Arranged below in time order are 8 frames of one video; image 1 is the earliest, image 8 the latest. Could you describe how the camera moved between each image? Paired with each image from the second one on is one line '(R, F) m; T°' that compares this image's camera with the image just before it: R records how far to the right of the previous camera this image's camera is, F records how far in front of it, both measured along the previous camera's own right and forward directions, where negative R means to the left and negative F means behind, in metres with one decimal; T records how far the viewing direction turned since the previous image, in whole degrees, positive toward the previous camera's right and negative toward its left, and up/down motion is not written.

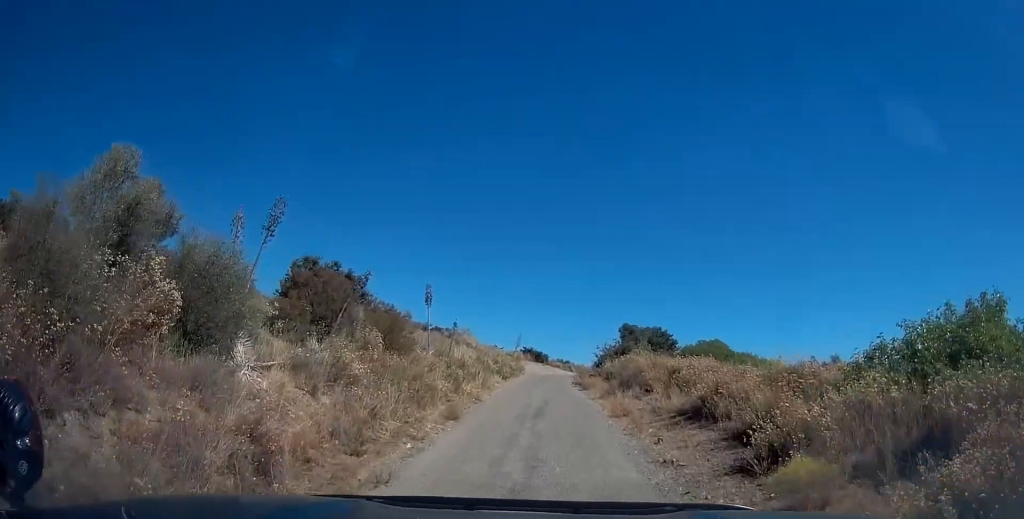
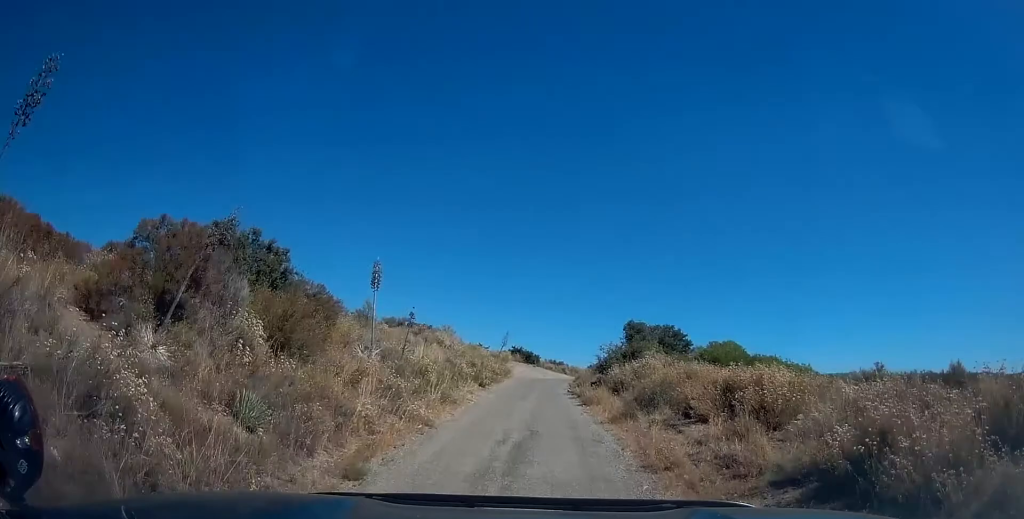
(-0.1, +5.9) m; -5°
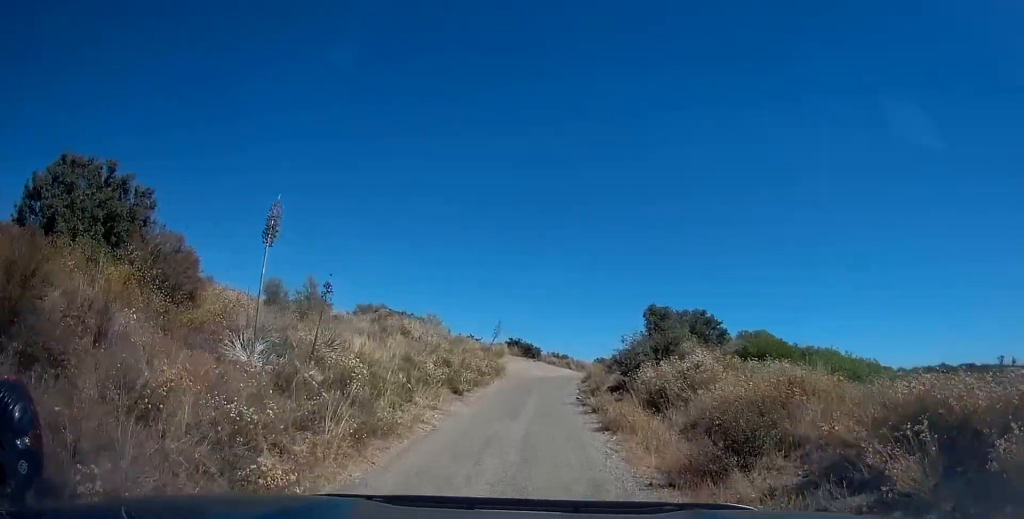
(-0.2, +6.5) m; +1°
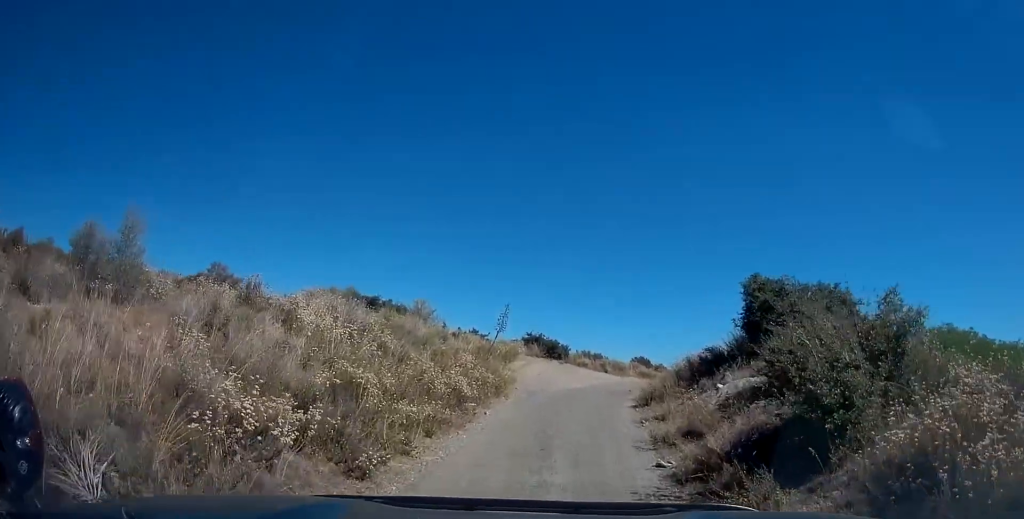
(+0.1, +11.2) m; -4°
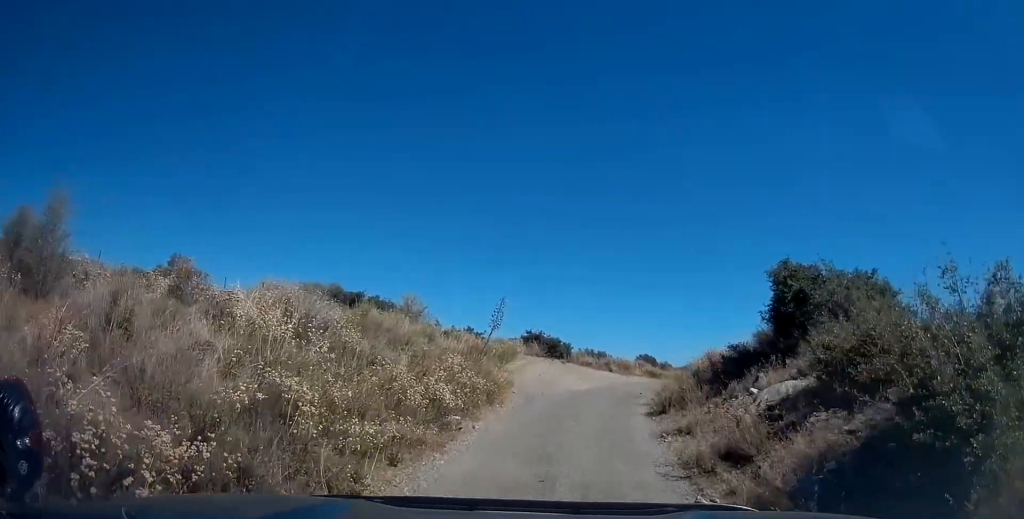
(-0.1, +2.5) m; +1°
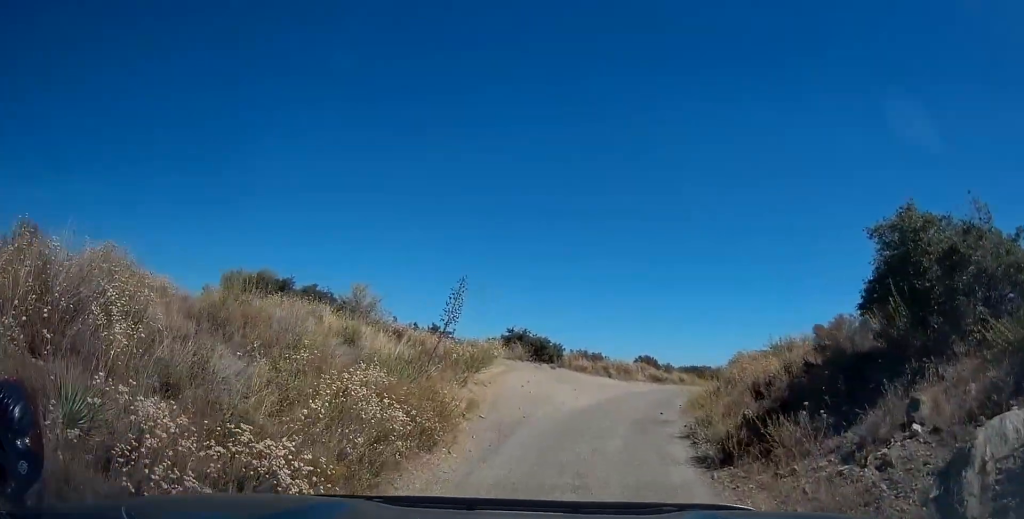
(+0.2, +6.9) m; +4°
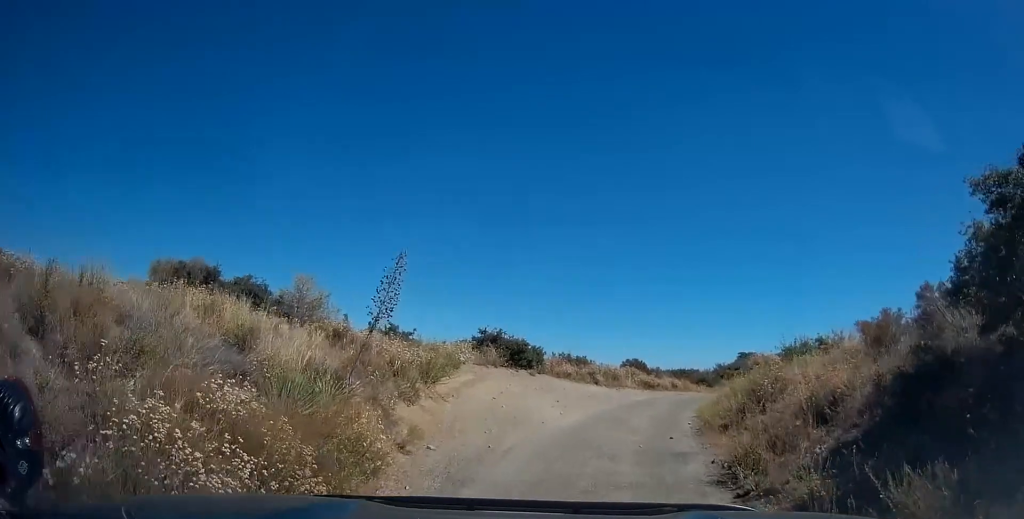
(+0.1, +3.9) m; 0°
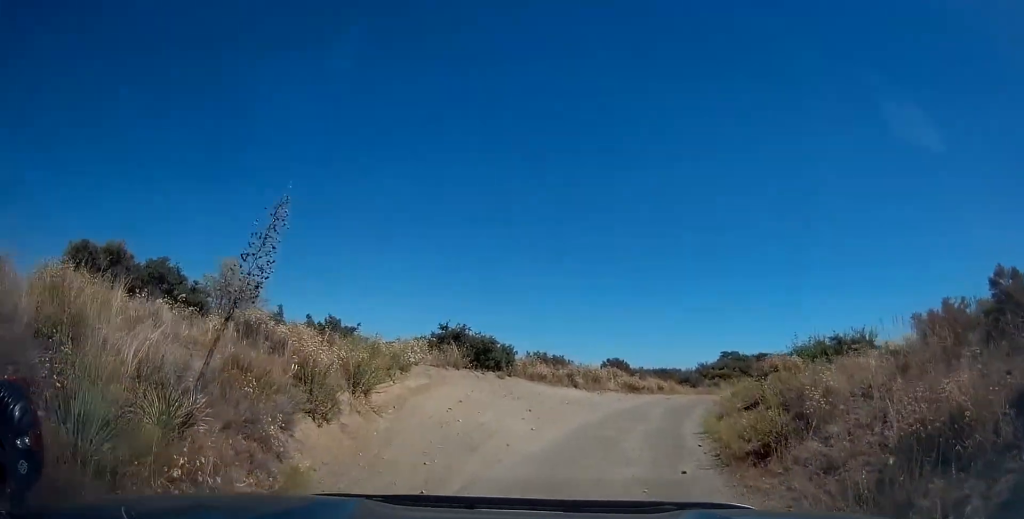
(0.0, +3.4) m; -1°
